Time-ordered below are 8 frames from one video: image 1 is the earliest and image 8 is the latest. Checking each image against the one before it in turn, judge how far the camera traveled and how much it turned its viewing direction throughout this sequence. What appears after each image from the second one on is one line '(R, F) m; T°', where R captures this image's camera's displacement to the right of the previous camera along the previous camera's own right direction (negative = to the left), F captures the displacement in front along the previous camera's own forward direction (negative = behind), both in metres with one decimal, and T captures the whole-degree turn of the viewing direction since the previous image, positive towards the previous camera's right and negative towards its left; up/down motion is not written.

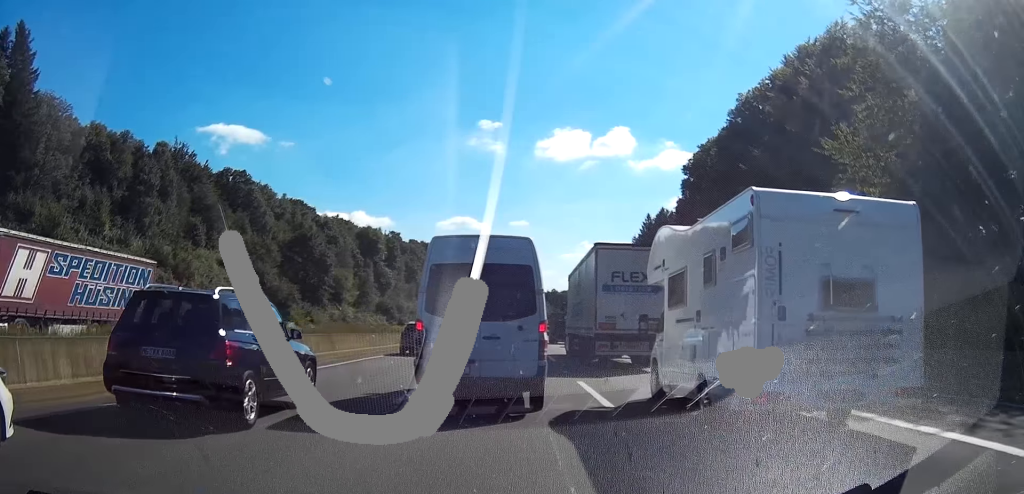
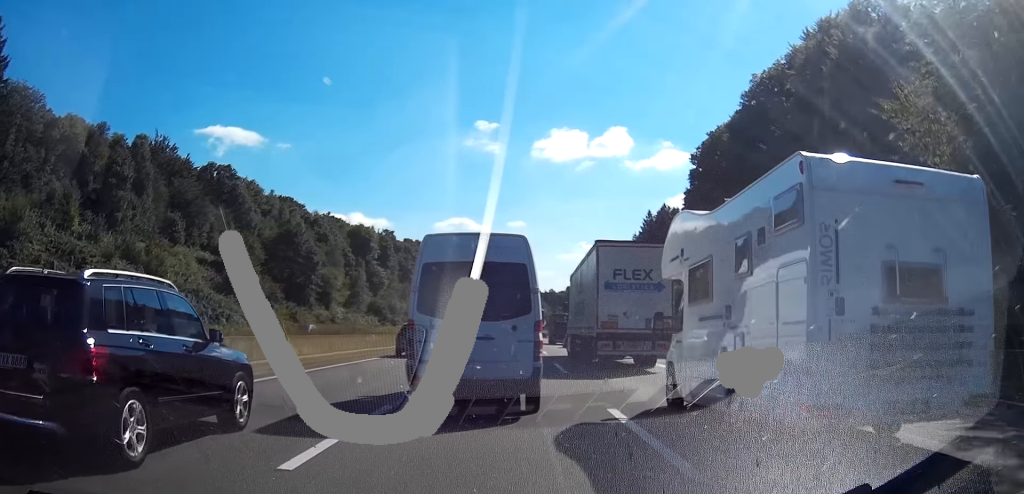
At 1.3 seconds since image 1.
(+0.2, +6.5) m; -2°
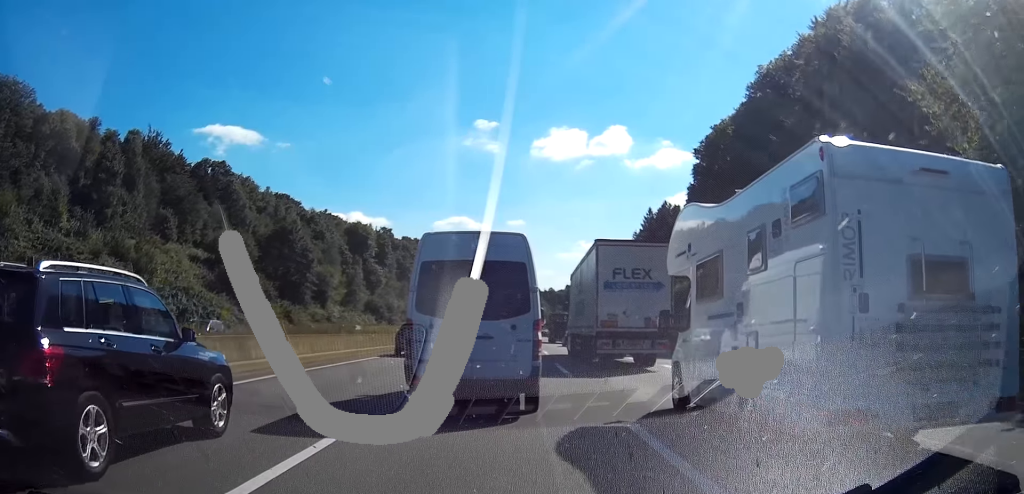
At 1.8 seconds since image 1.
(-0.1, +2.4) m; -2°
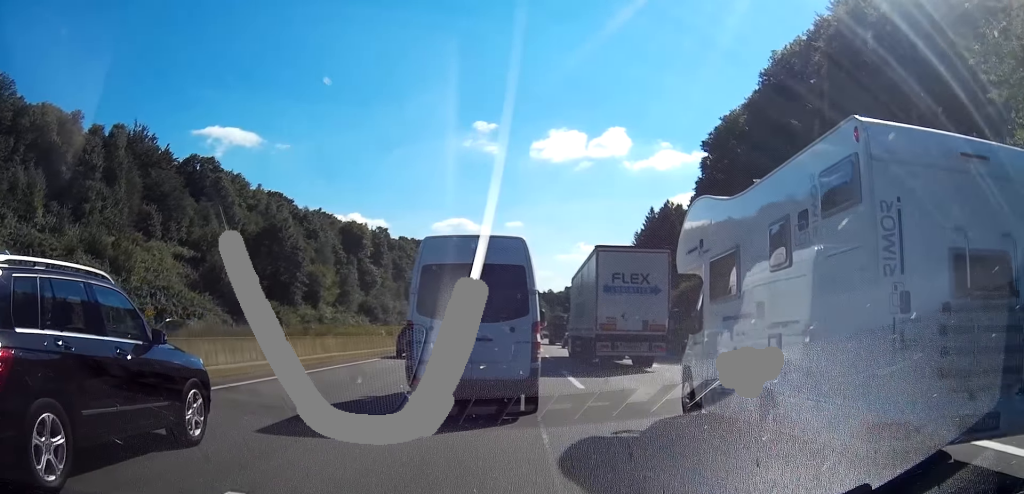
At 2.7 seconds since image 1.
(-0.1, +4.9) m; 0°
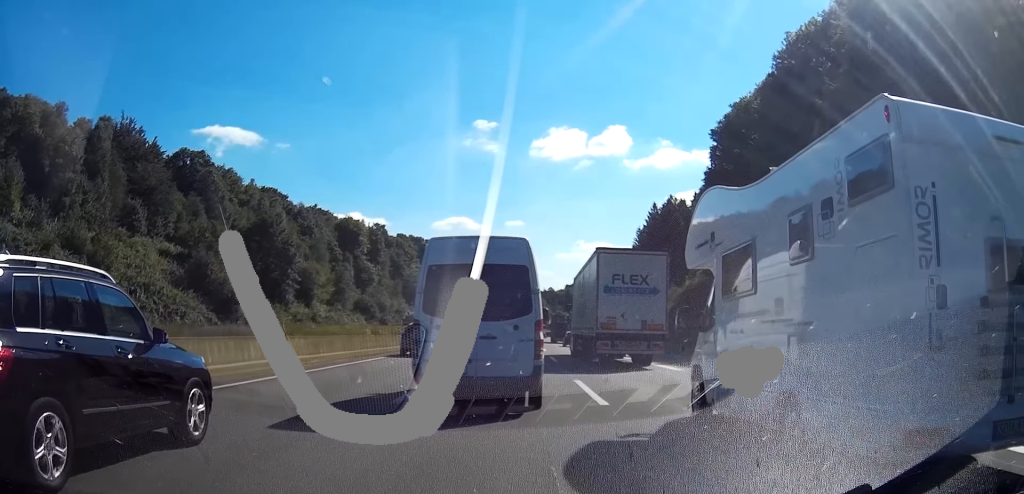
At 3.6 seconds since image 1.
(+0.1, +4.3) m; +2°
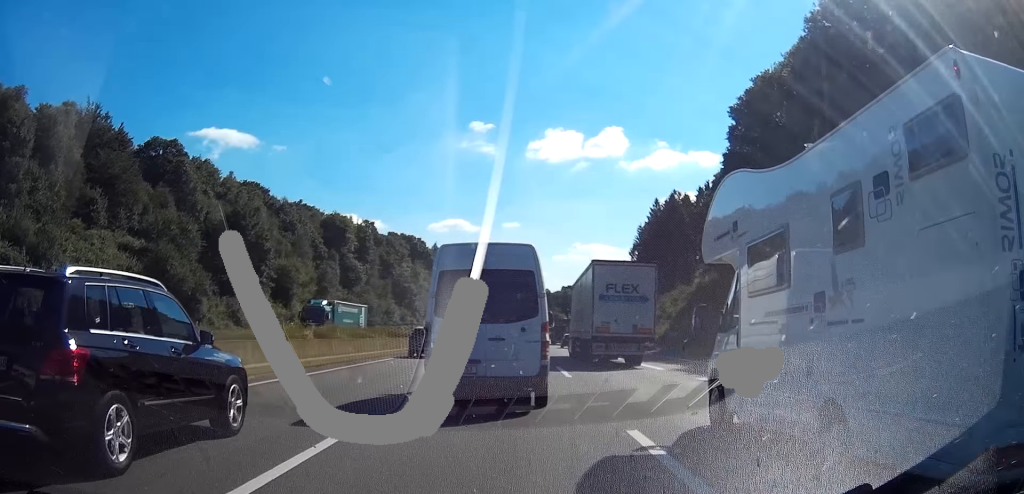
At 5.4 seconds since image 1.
(0.0, +8.9) m; -1°
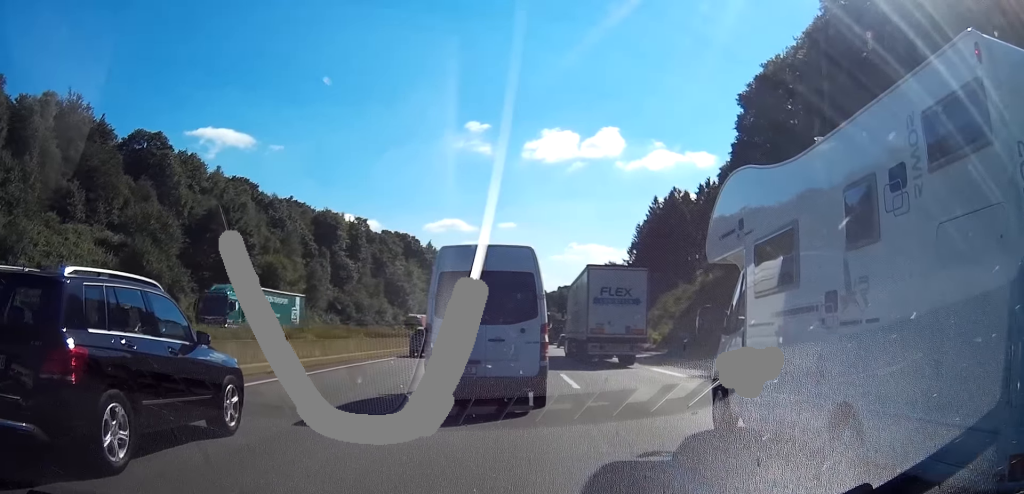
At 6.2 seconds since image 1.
(-0.1, +4.0) m; -2°
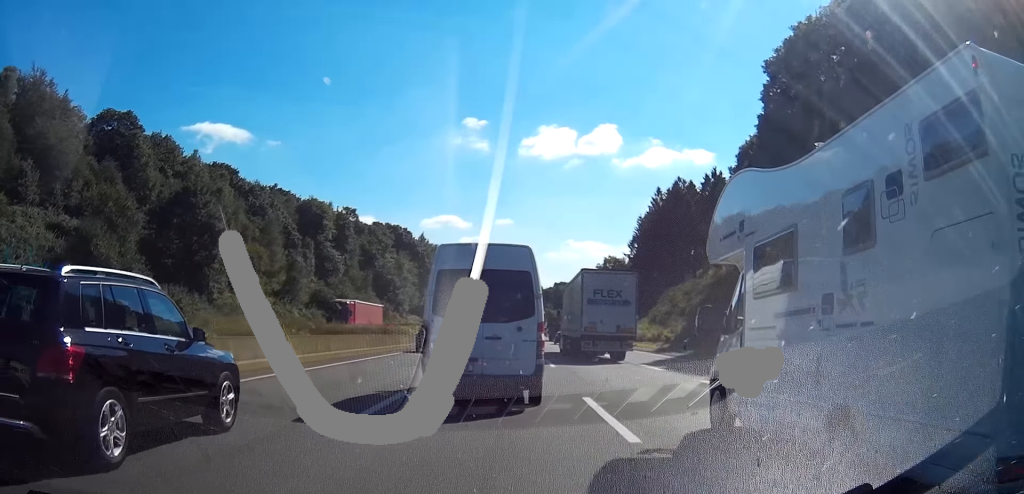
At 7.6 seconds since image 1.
(-0.3, +8.4) m; -4°
